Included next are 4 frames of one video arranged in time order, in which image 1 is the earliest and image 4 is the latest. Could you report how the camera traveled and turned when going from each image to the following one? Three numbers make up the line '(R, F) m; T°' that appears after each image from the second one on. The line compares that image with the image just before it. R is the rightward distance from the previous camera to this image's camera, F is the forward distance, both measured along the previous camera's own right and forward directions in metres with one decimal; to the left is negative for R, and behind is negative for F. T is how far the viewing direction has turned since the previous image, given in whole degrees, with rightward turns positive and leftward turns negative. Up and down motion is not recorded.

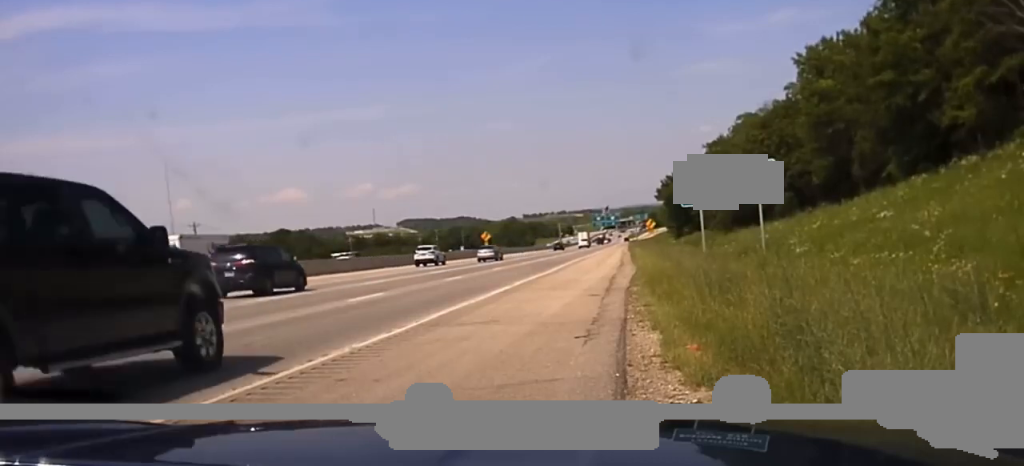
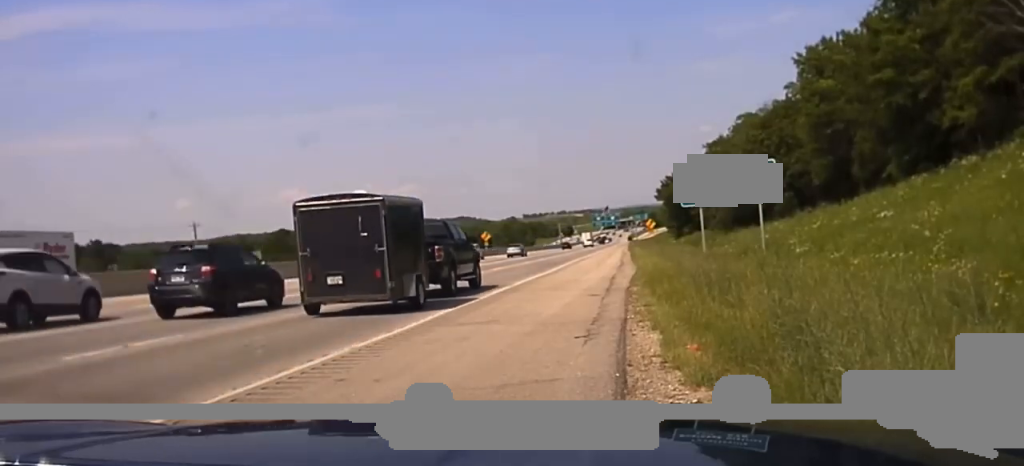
(0.0, 0.0) m; 0°
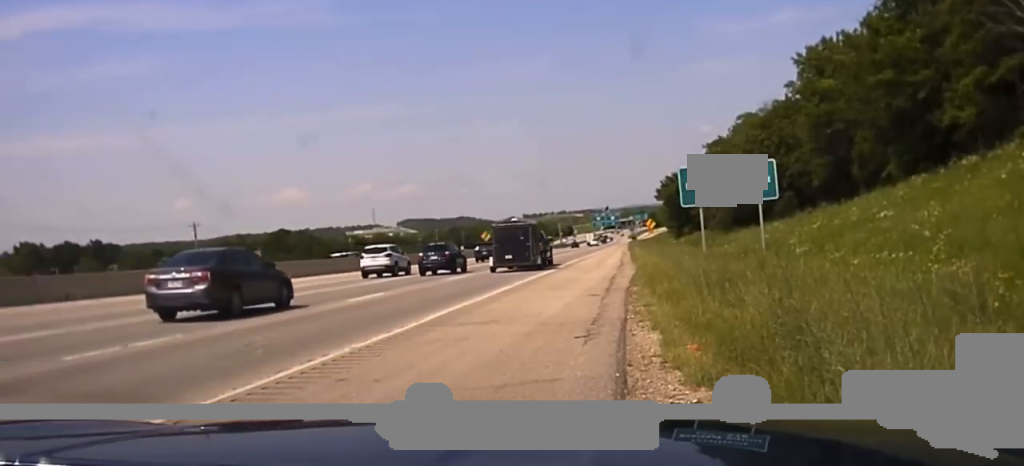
(0.0, 0.0) m; 0°
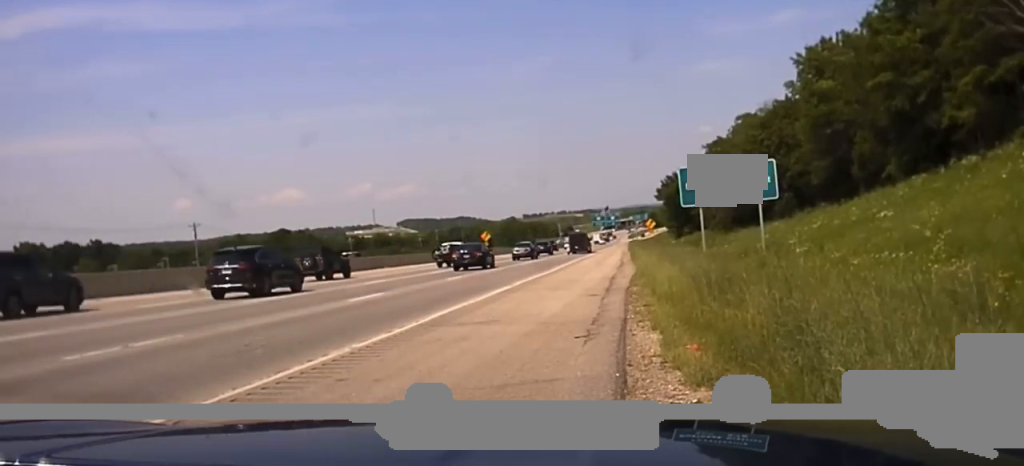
(0.0, 0.0) m; 0°
